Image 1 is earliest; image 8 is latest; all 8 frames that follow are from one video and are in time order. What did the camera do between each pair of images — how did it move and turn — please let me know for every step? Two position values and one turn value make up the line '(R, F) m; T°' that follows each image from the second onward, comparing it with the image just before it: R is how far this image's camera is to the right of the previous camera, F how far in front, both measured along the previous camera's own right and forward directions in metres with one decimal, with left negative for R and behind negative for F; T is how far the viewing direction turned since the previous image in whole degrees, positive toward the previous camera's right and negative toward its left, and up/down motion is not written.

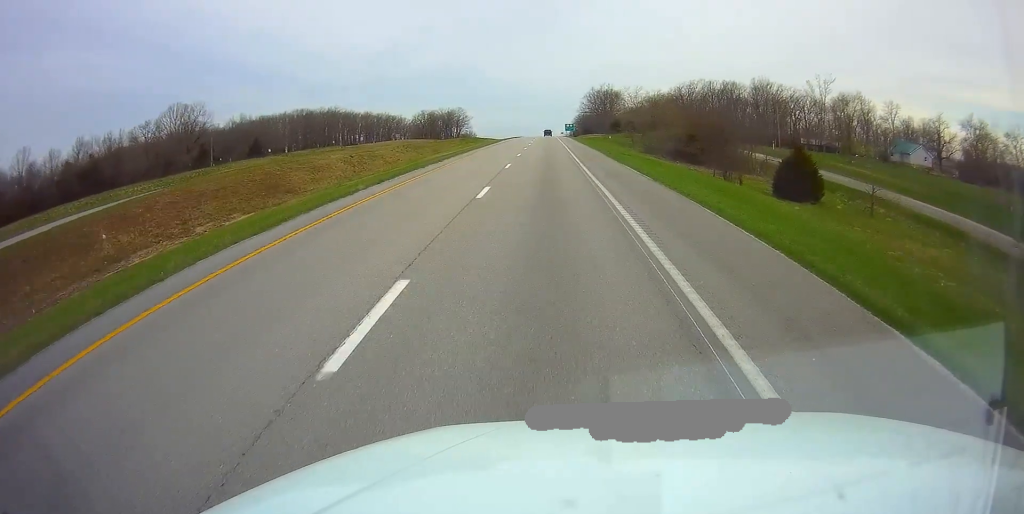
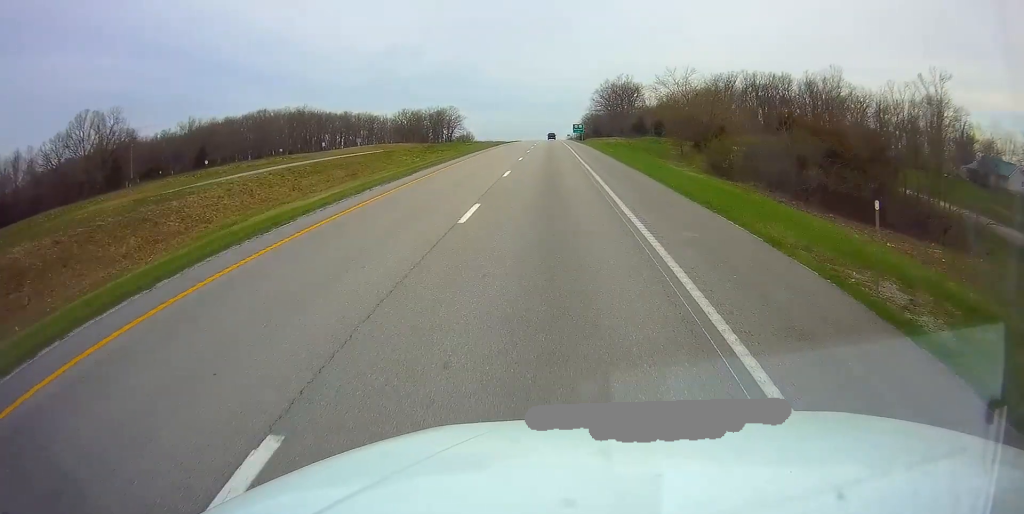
(+0.1, +40.8) m; 0°
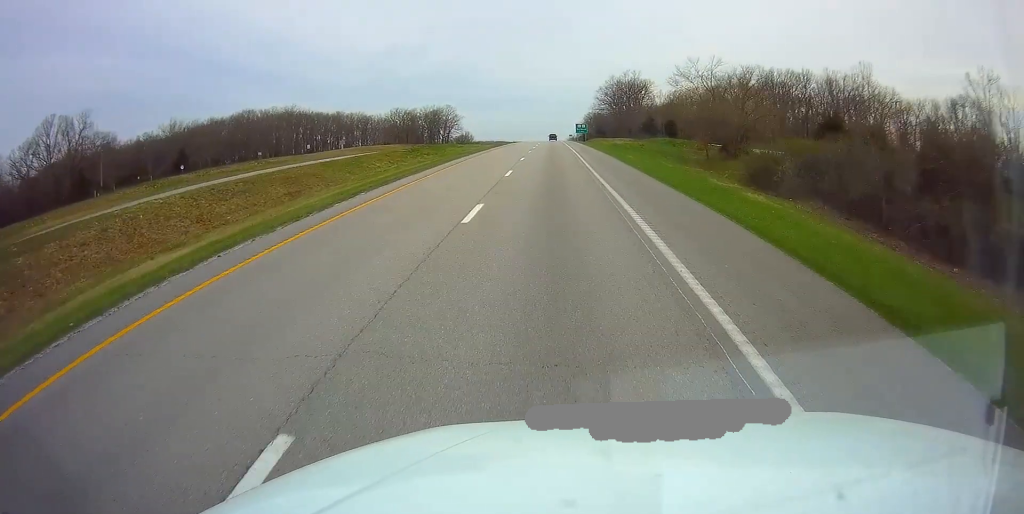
(-0.1, +12.2) m; 0°
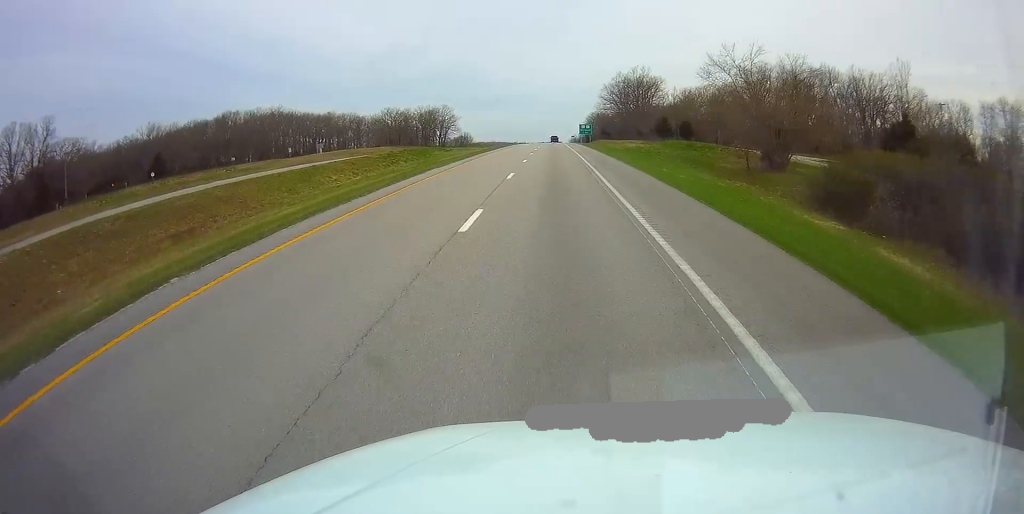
(-0.1, +13.2) m; 0°
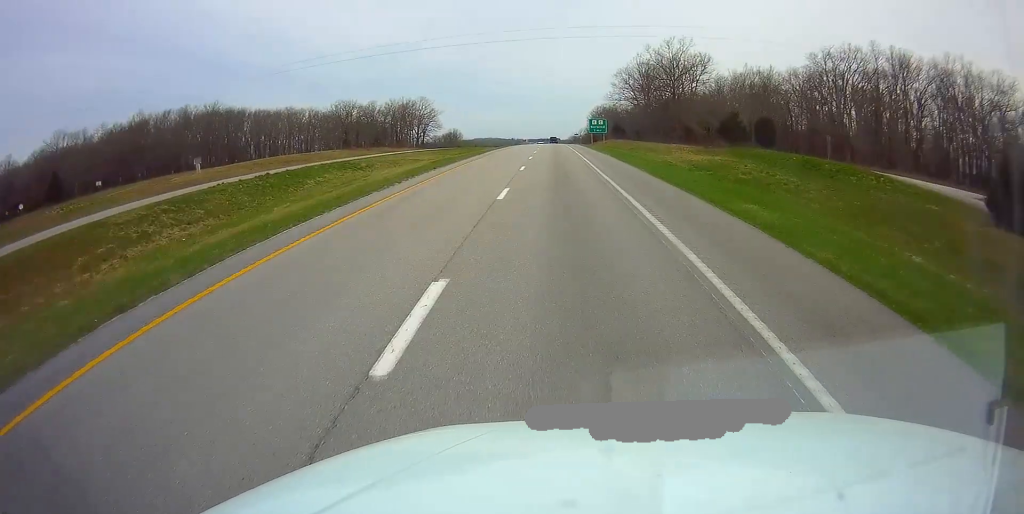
(+0.2, +43.6) m; 0°
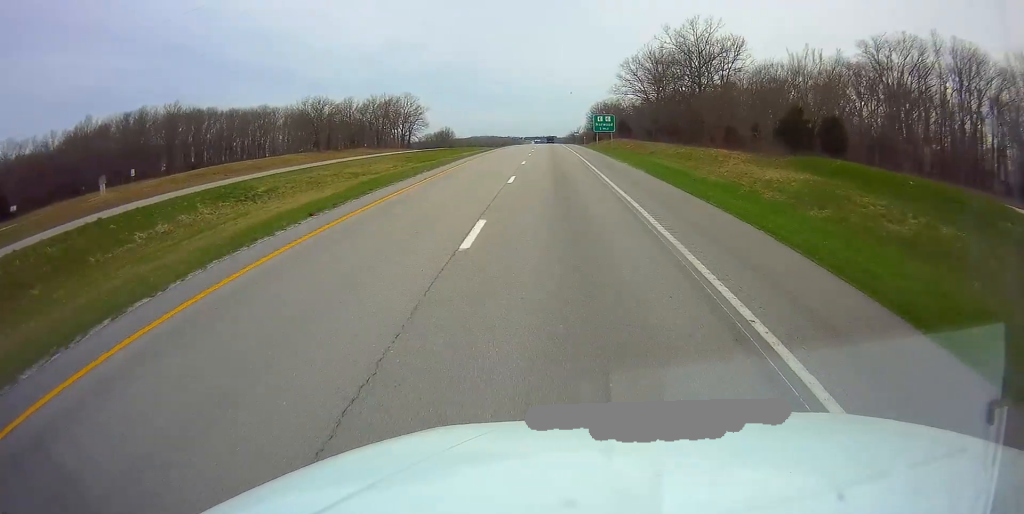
(-0.1, +19.3) m; 0°
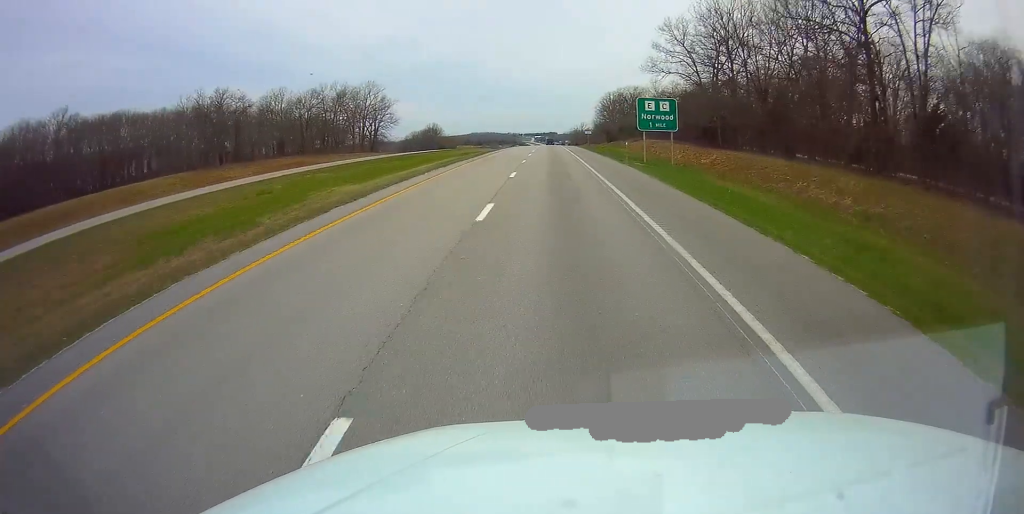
(+0.3, +45.9) m; +1°
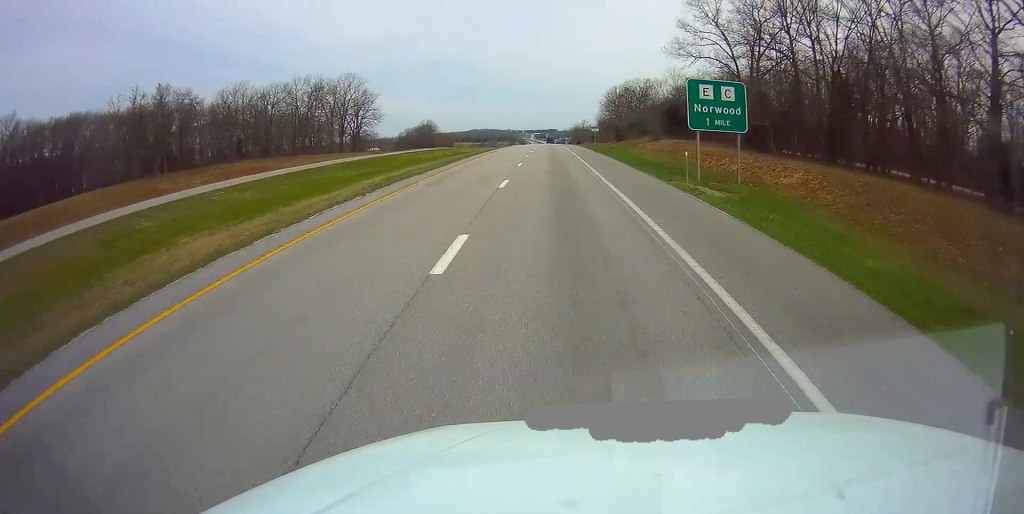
(0.0, +17.4) m; 0°
